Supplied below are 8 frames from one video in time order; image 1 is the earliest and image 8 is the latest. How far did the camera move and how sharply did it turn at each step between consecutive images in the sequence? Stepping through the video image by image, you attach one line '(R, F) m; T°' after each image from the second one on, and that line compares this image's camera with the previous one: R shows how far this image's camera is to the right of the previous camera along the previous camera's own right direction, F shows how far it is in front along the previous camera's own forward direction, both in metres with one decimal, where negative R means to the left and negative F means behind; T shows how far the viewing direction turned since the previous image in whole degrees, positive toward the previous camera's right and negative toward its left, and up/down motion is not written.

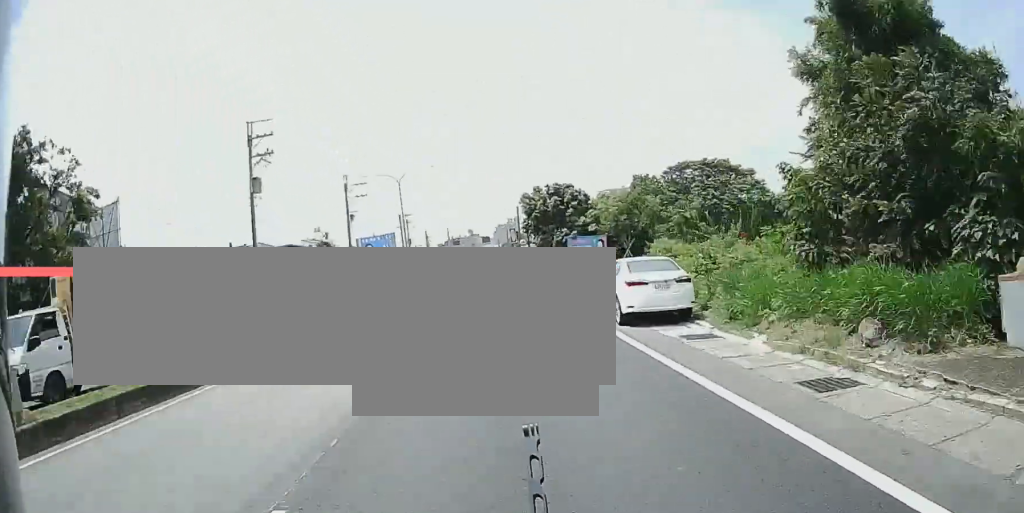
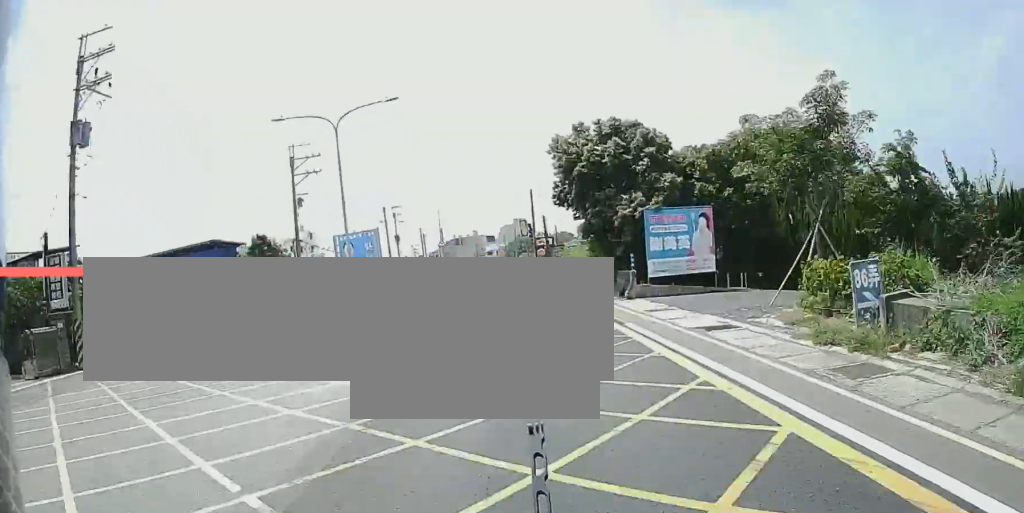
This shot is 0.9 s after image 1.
(+1.3, +18.5) m; +3°
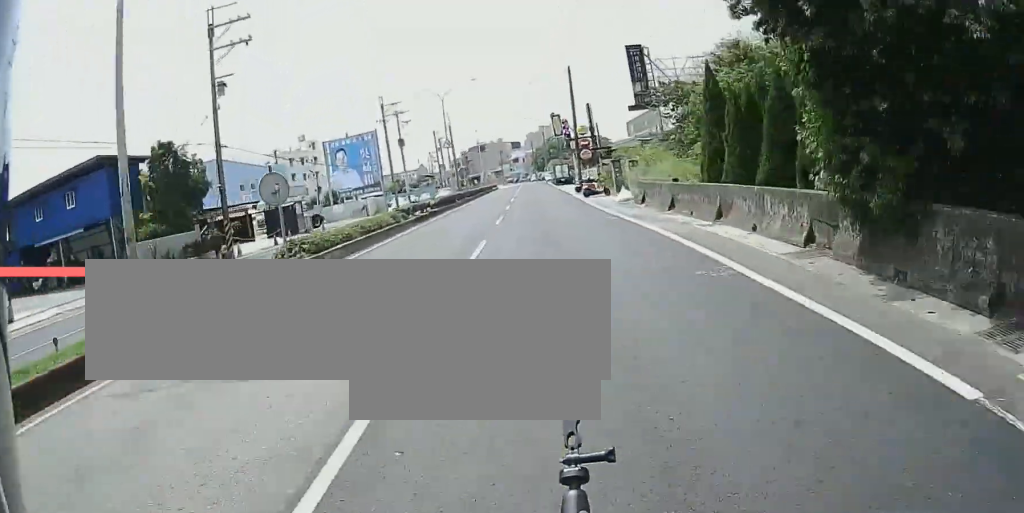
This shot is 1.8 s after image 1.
(0.0, +17.1) m; -7°
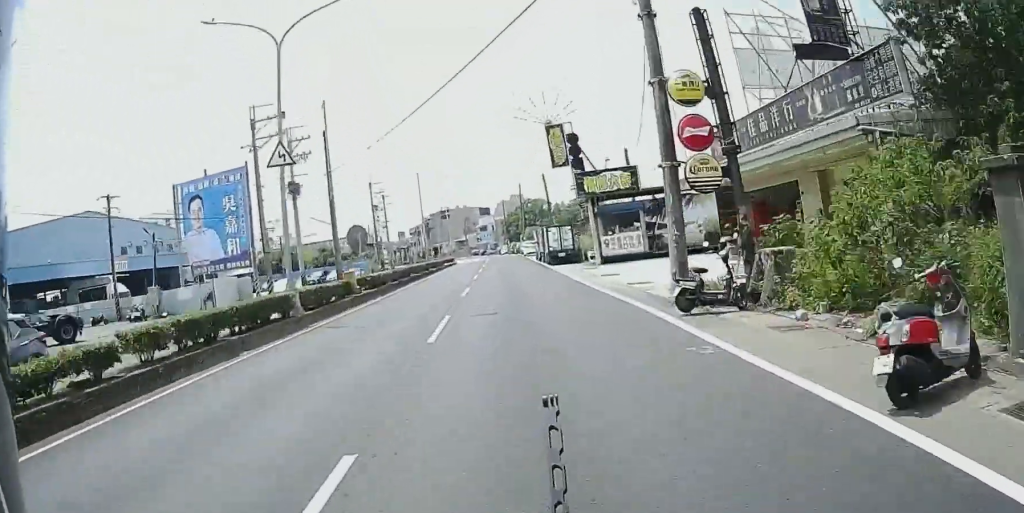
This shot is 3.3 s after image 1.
(-8.5, +23.2) m; -24°
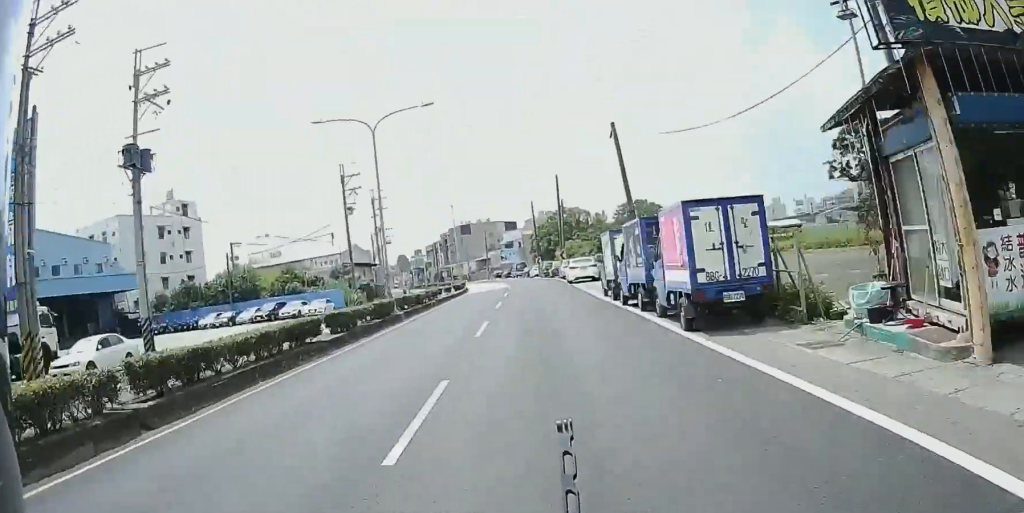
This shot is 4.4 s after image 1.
(+3.3, +24.1) m; +15°
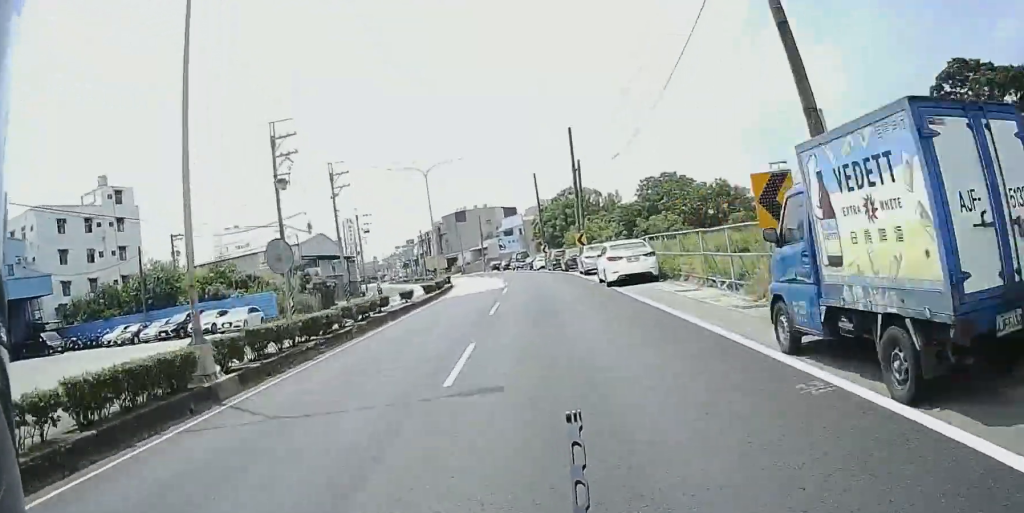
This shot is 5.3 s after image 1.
(+1.0, +18.5) m; +2°
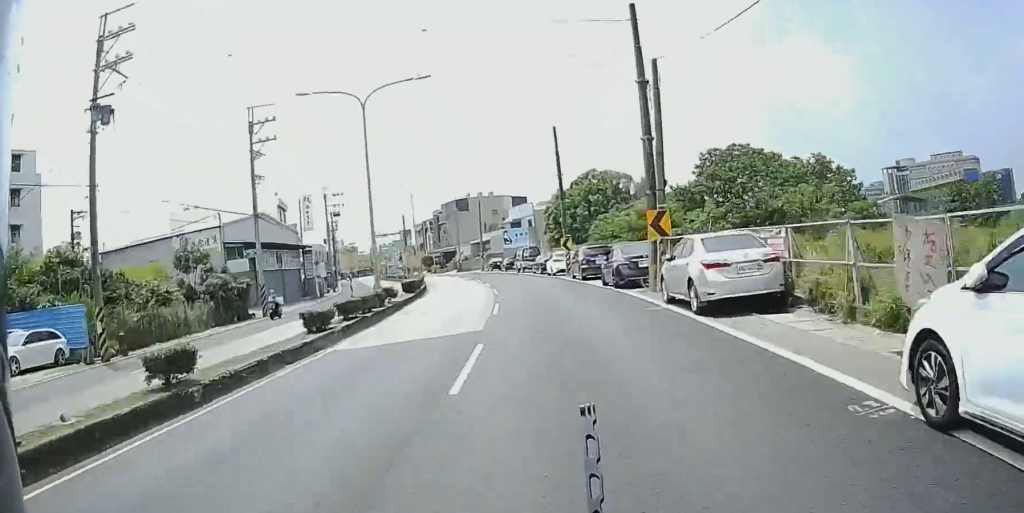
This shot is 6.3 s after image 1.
(-0.5, +21.4) m; 0°
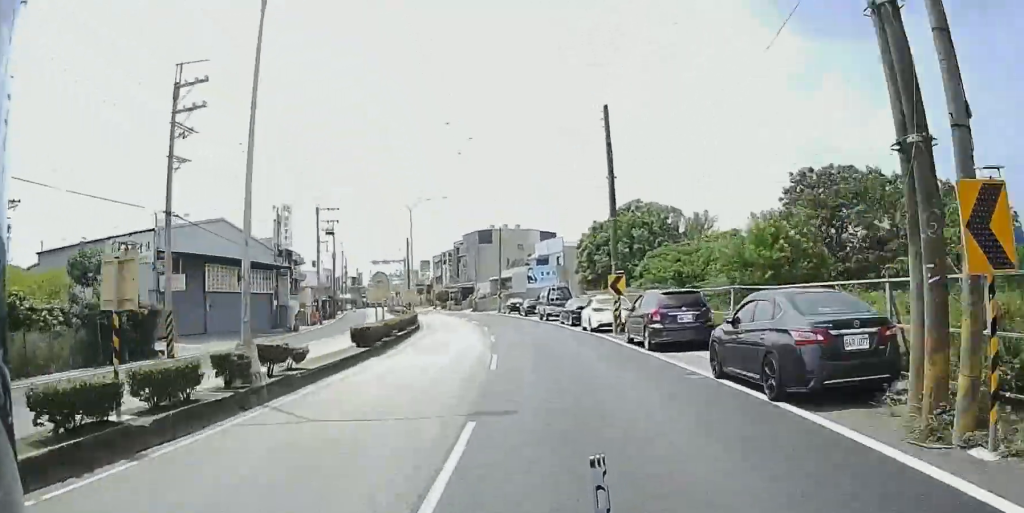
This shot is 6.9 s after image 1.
(0.0, +13.9) m; +1°
